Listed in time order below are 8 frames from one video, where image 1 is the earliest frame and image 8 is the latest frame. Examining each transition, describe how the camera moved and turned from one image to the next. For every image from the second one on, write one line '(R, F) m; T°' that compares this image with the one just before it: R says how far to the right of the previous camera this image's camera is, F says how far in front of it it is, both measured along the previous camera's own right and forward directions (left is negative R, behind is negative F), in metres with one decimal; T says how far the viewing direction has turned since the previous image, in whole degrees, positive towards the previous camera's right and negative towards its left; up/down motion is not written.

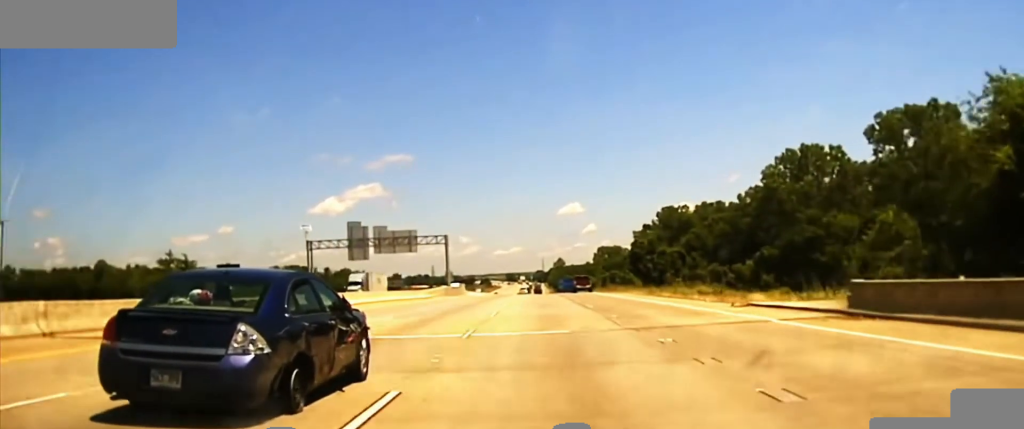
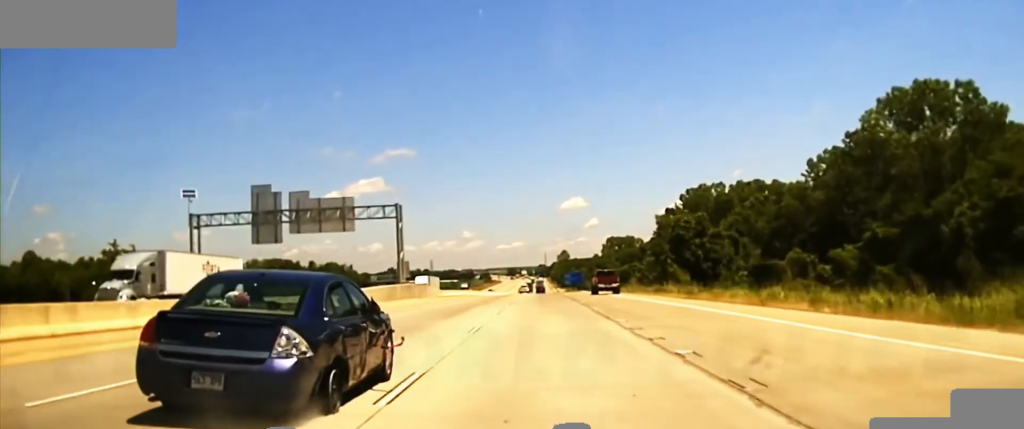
(0.0, +53.1) m; 0°
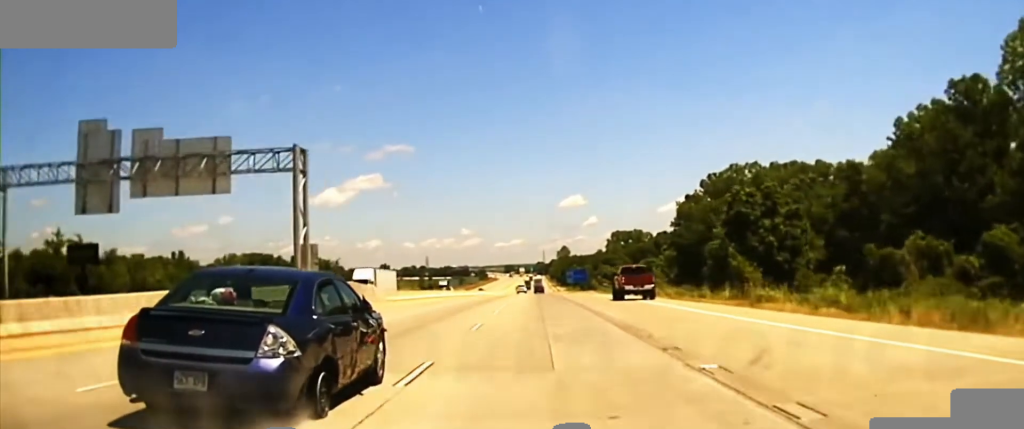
(0.0, +45.4) m; 0°
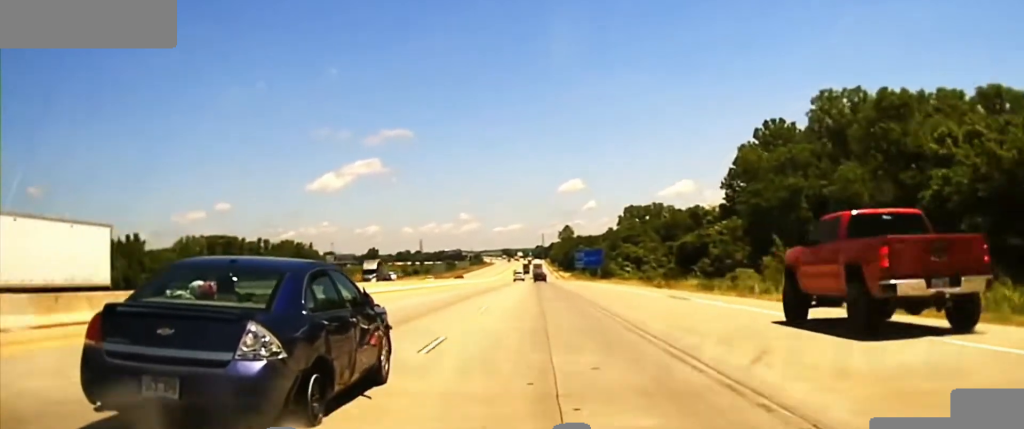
(0.0, +68.3) m; 0°
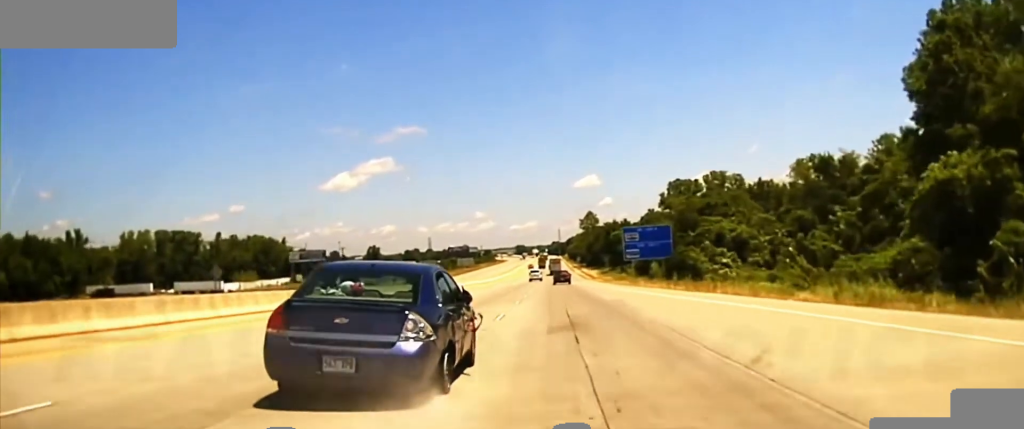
(-0.6, +77.4) m; -1°
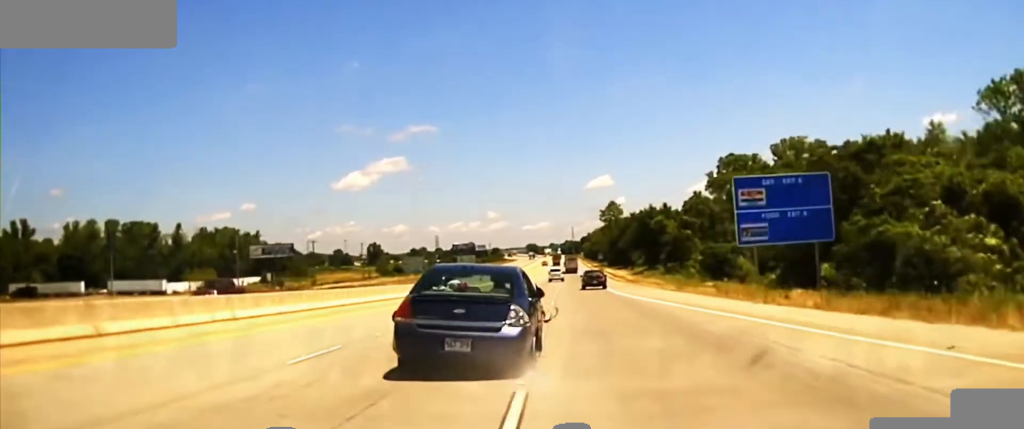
(-0.4, +47.5) m; 0°
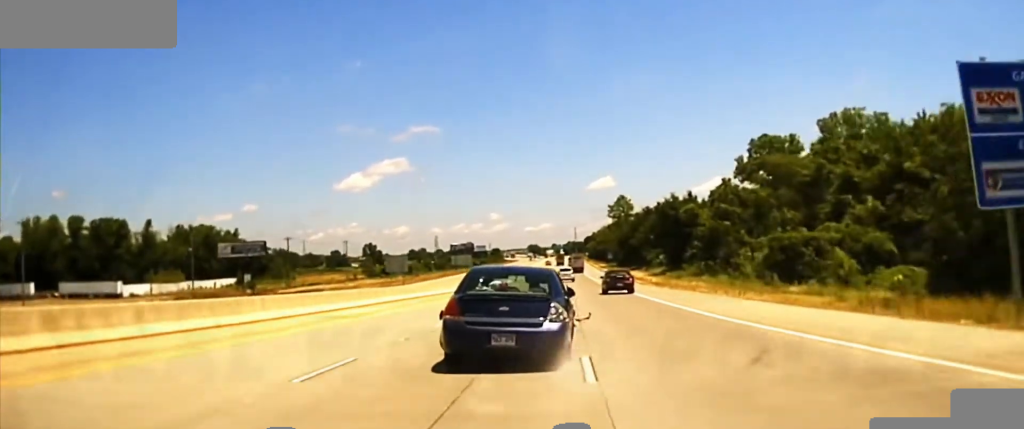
(0.0, +22.8) m; 0°
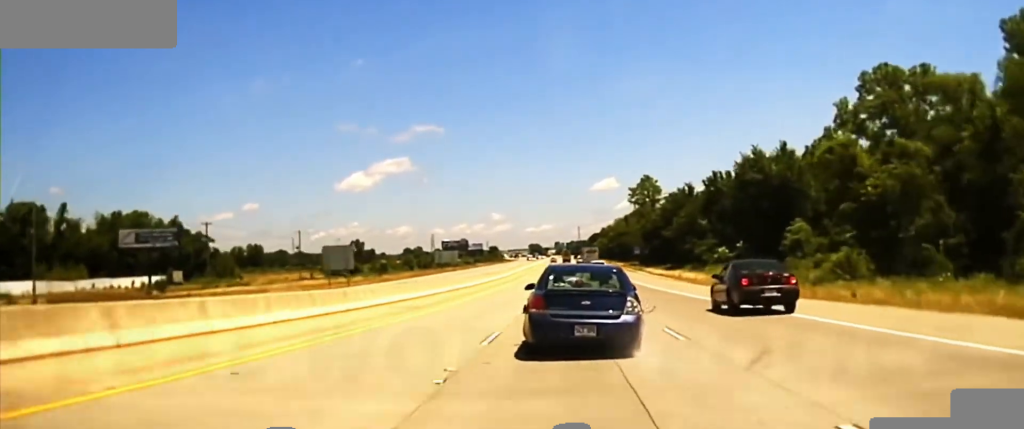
(+0.2, +51.8) m; 0°
